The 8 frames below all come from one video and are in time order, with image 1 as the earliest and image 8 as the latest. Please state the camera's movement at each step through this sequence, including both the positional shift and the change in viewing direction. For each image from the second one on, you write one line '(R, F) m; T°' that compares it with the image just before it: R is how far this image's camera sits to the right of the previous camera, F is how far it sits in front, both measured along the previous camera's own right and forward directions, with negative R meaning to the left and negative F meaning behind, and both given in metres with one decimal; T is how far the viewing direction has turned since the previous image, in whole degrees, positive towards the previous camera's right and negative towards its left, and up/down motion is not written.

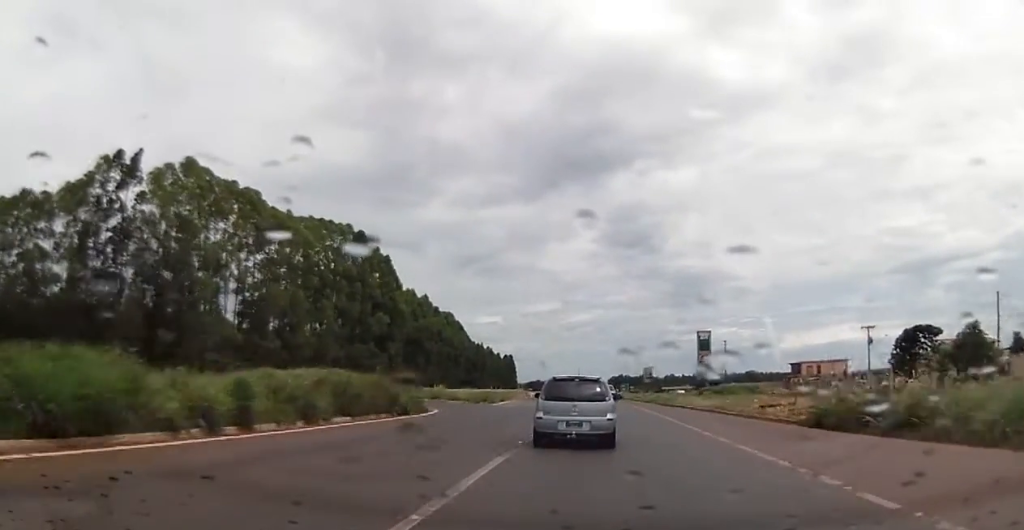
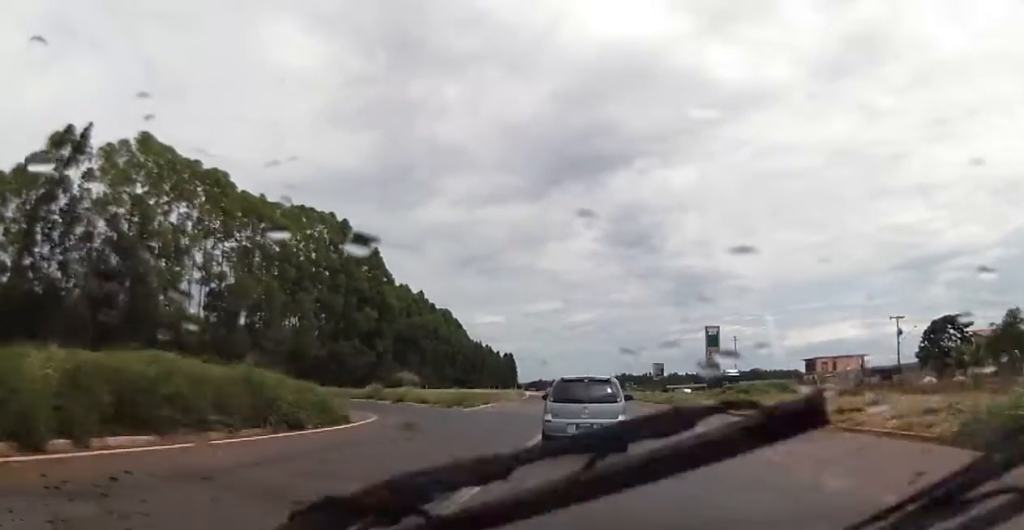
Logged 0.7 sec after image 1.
(-0.2, +10.1) m; 0°
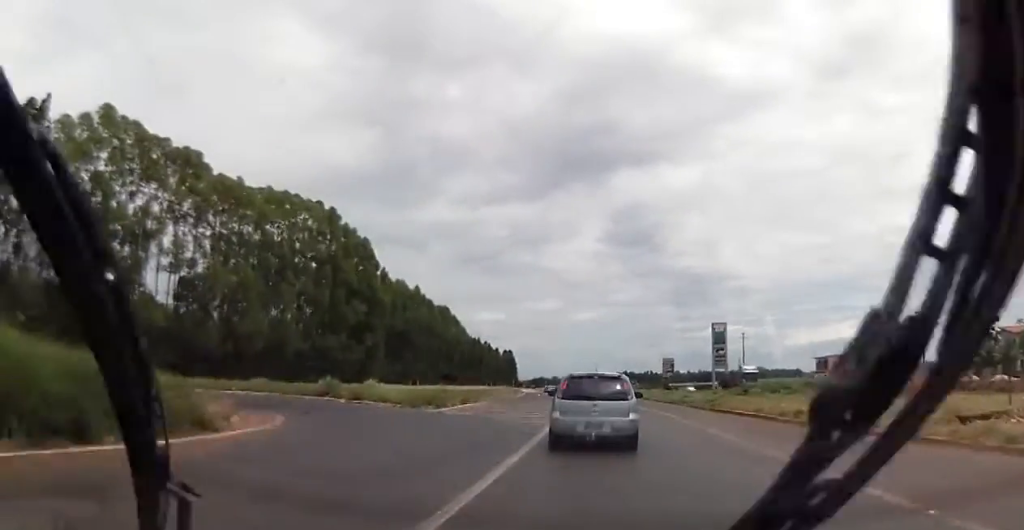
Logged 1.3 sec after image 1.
(0.0, +7.7) m; 0°
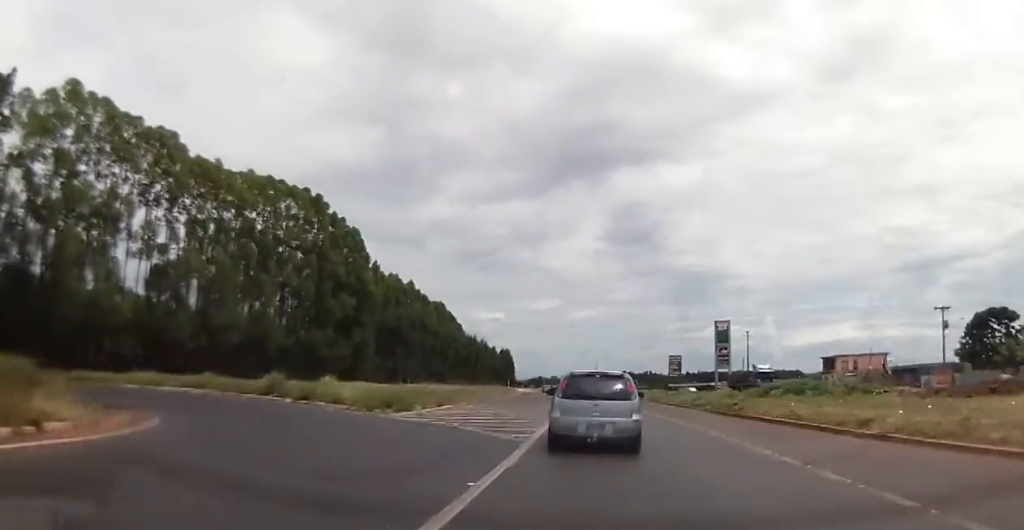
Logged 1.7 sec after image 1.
(+0.1, +5.9) m; 0°
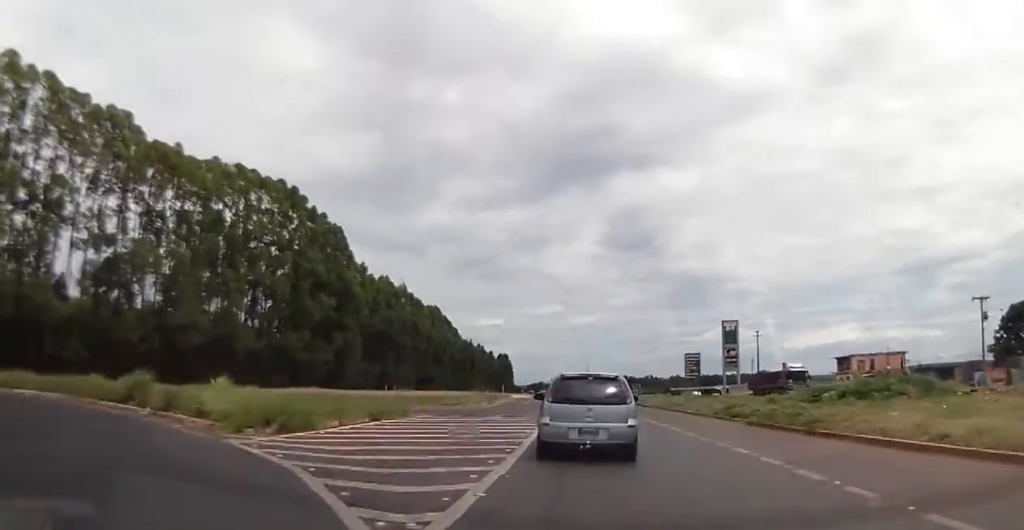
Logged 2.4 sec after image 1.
(0.0, +9.4) m; -1°
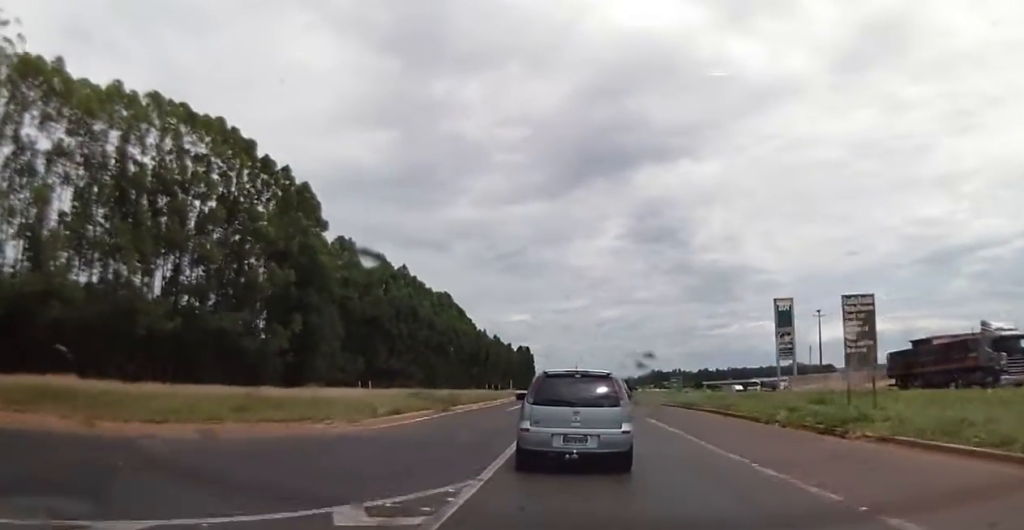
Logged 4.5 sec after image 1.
(-0.2, +26.5) m; -1°
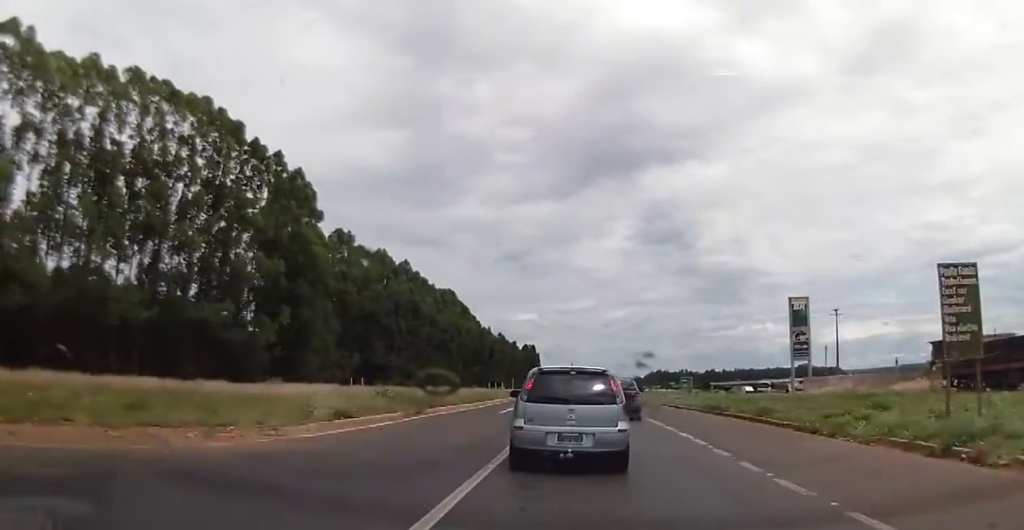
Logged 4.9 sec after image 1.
(+0.1, +5.8) m; -1°
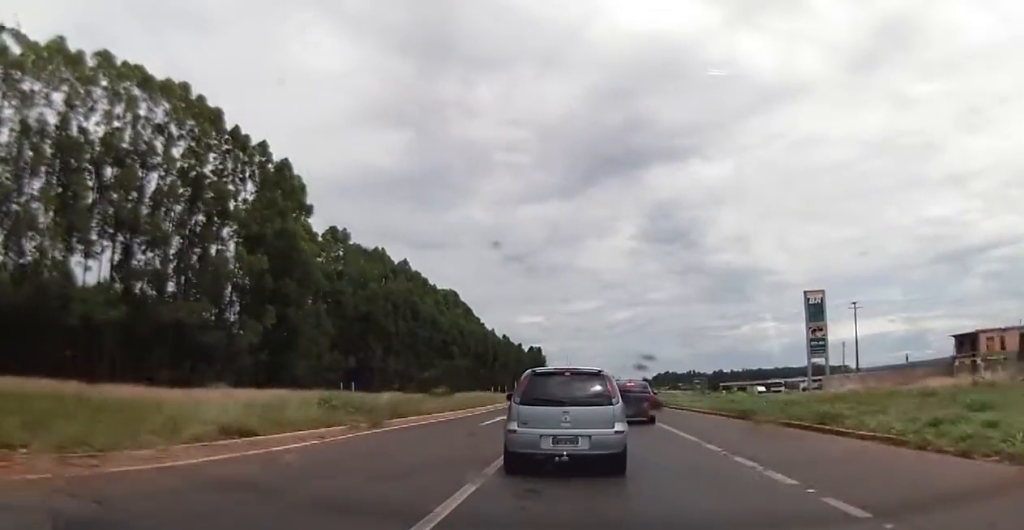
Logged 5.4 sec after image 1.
(-0.1, +6.1) m; -1°
